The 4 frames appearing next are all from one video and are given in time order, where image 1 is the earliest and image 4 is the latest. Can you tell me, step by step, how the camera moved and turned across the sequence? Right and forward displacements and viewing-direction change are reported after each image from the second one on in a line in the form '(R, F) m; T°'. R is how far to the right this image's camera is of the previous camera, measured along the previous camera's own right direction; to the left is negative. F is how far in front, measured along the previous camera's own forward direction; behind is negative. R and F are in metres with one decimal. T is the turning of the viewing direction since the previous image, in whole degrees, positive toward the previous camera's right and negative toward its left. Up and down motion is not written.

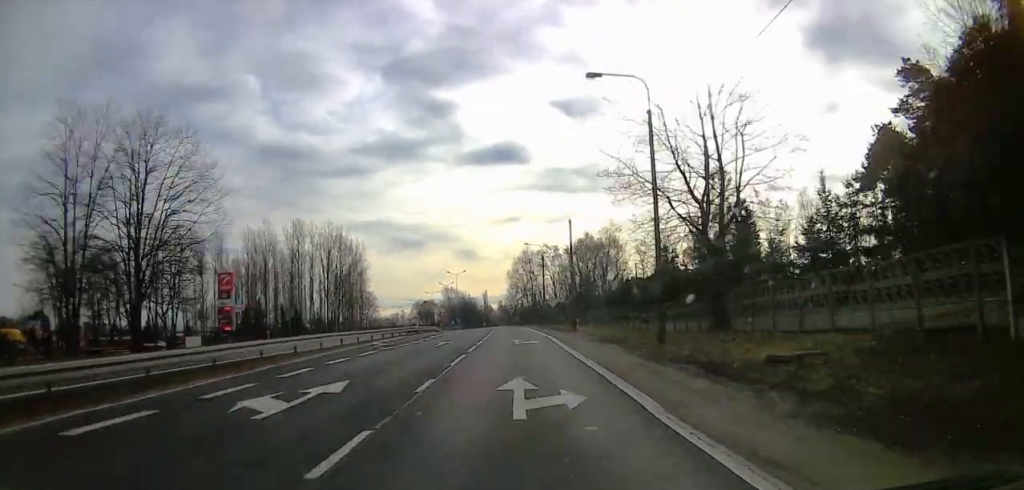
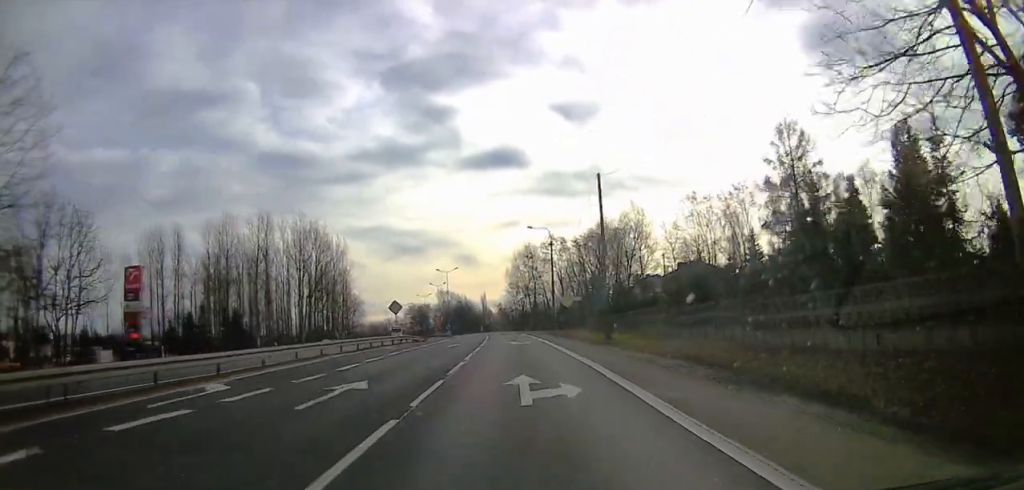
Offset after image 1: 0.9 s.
(0.0, +19.6) m; 0°
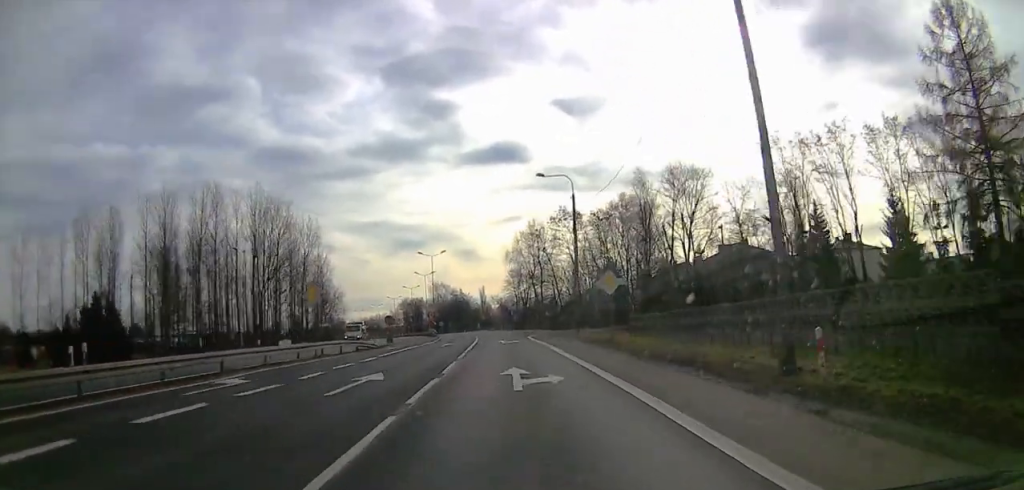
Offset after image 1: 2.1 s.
(-0.3, +24.6) m; -4°
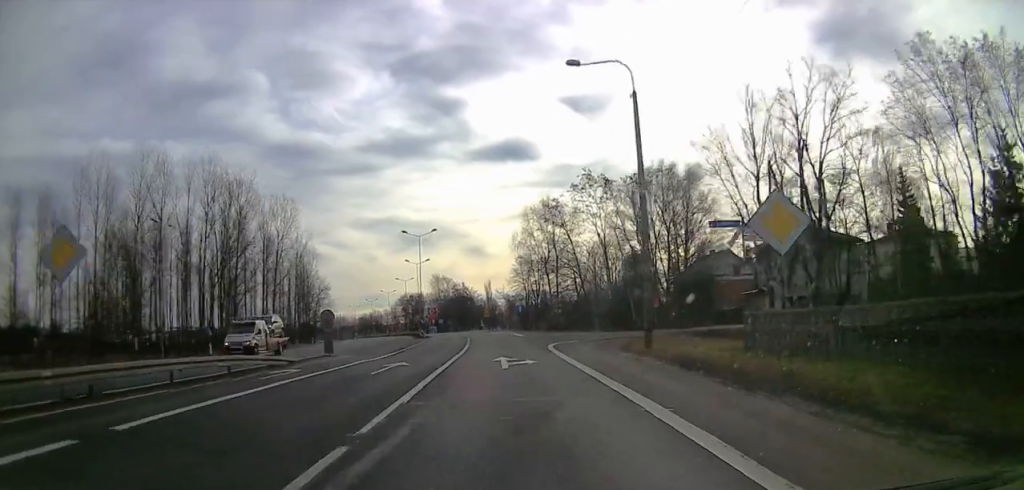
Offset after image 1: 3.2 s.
(-1.4, +21.9) m; +3°
